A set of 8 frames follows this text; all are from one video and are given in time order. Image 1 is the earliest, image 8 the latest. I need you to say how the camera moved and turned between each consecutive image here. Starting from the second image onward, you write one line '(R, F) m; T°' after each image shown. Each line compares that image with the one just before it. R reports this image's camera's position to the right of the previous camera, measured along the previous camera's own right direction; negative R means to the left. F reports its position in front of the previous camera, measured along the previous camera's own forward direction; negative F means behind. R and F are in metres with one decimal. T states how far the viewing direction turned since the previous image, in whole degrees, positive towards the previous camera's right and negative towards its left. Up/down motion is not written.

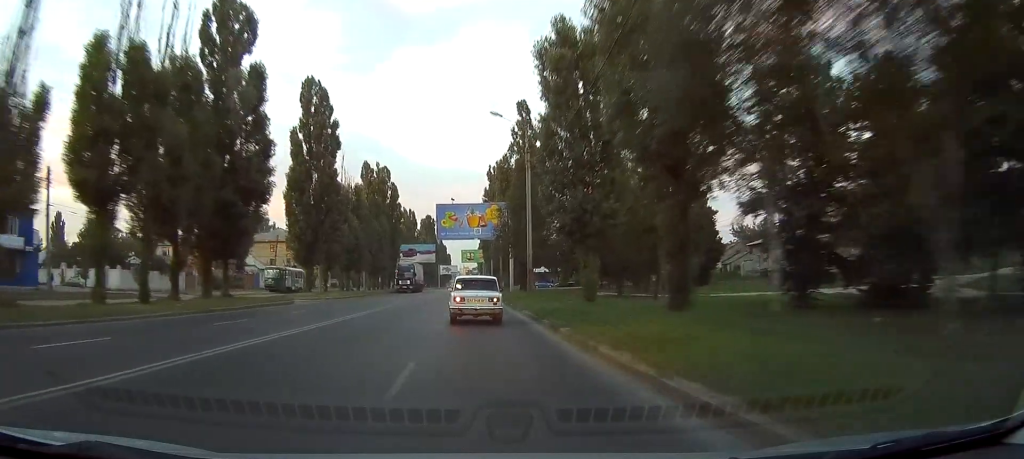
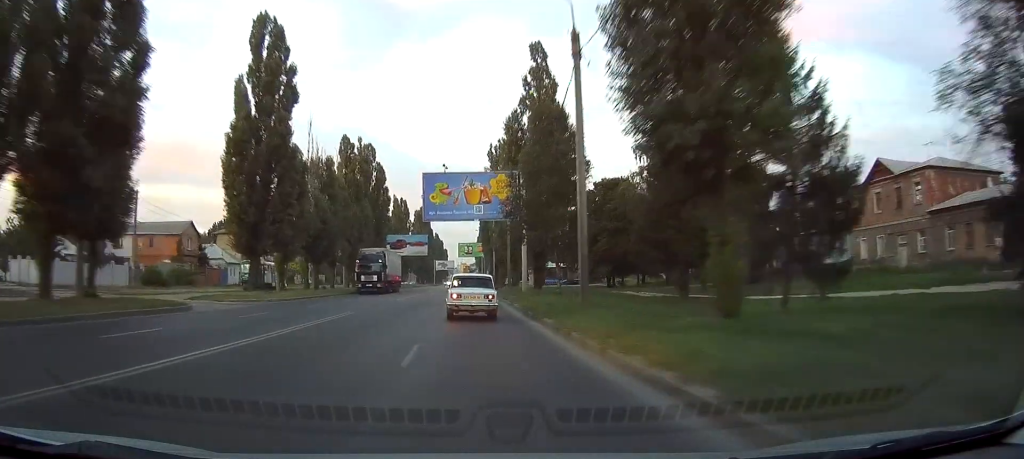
(+0.2, +16.0) m; 0°
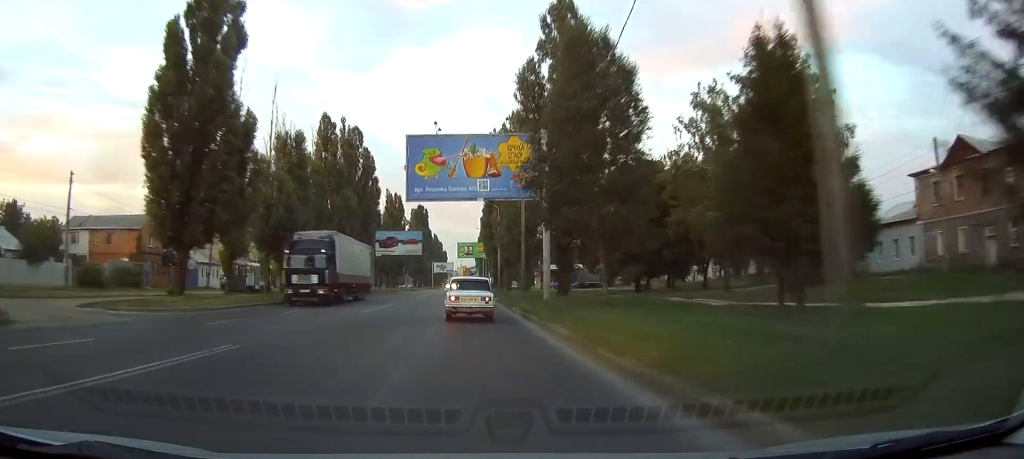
(-0.1, +12.5) m; 0°
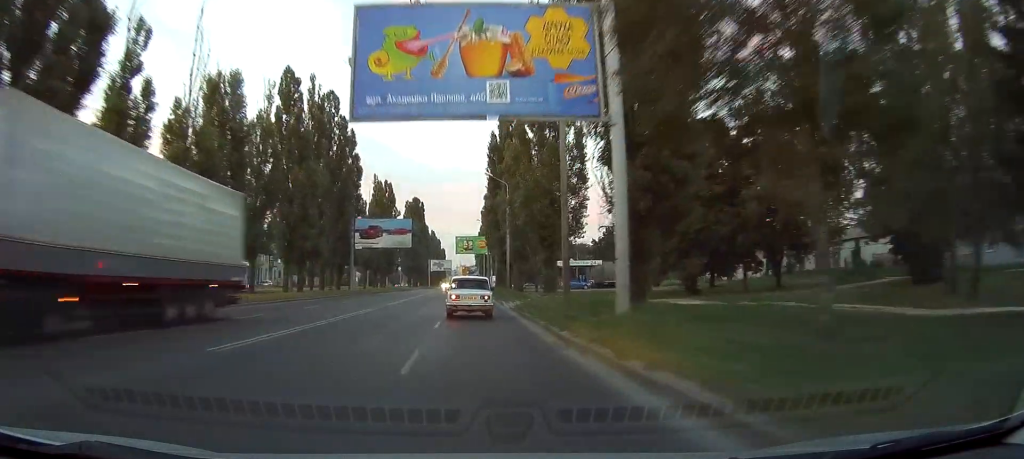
(+0.1, +16.0) m; 0°
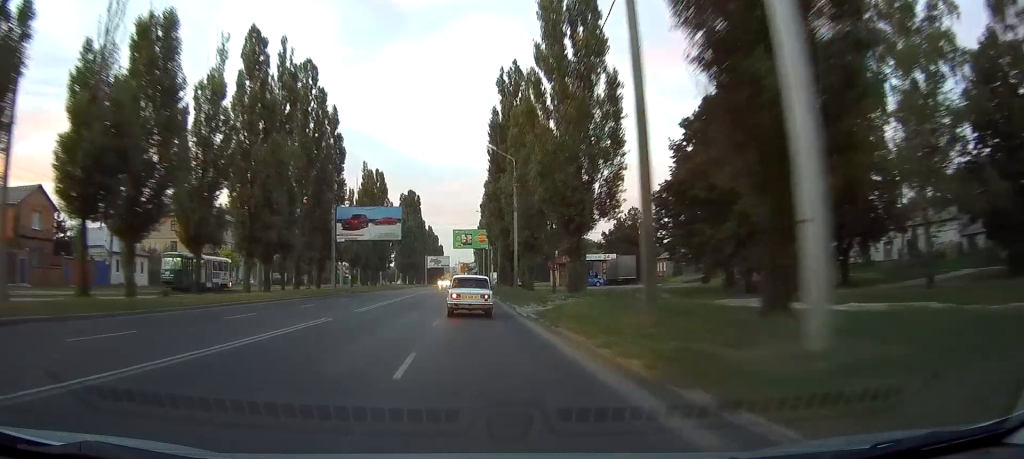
(-0.1, +9.7) m; 0°
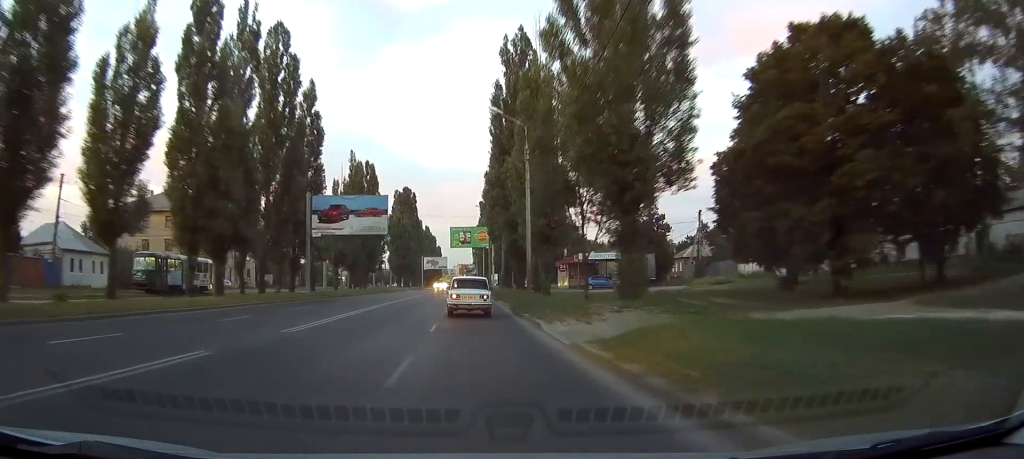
(-0.1, +9.7) m; +1°
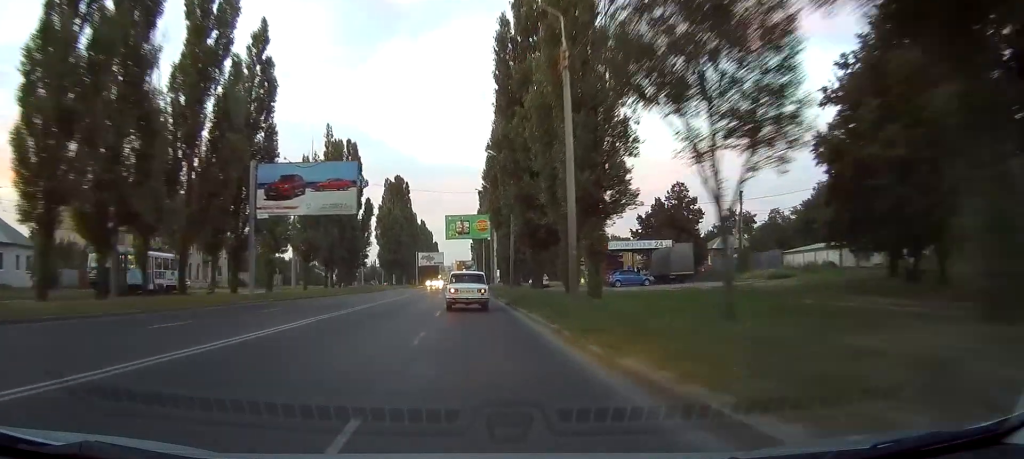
(+0.3, +13.8) m; +1°
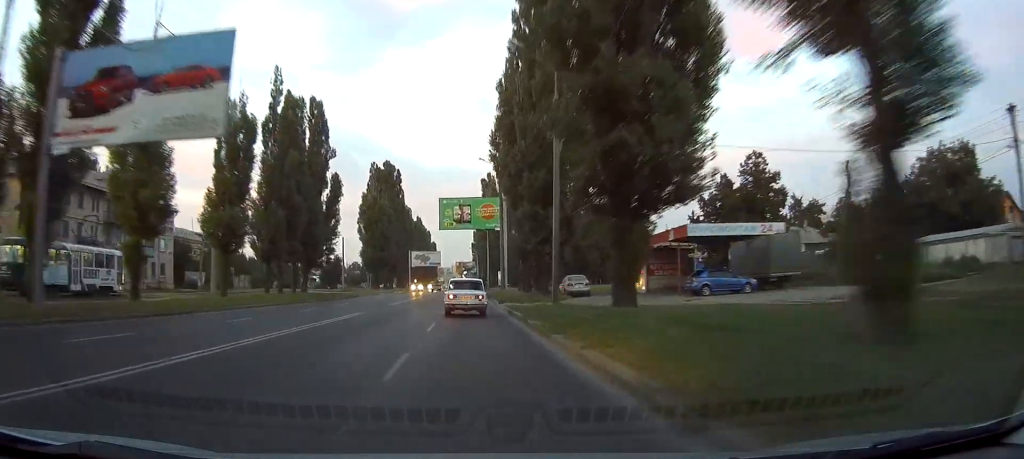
(-0.6, +22.1) m; -4°
